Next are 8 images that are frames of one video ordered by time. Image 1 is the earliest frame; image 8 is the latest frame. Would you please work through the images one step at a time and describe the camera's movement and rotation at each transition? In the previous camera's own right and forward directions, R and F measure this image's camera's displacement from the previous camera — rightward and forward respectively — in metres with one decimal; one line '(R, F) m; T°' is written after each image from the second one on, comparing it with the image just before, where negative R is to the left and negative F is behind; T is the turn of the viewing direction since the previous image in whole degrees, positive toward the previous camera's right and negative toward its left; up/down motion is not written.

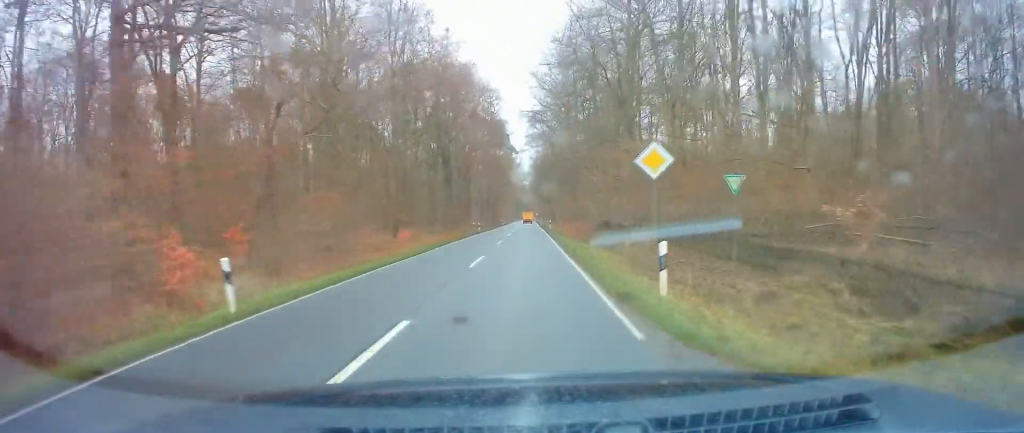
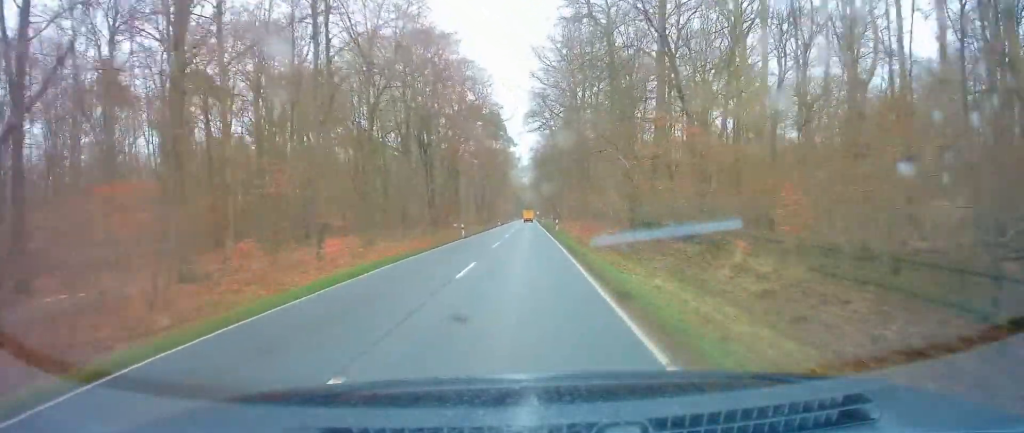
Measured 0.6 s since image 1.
(-0.2, +14.7) m; -1°
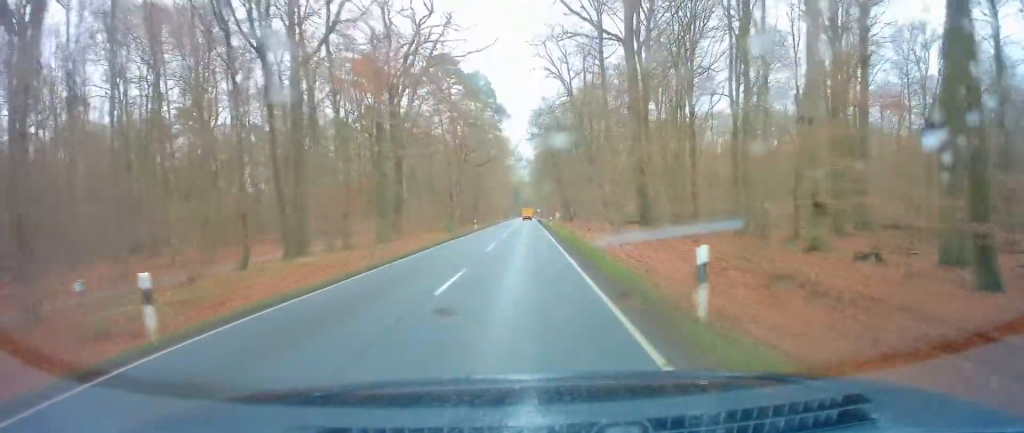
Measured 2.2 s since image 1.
(-0.4, +38.6) m; 0°
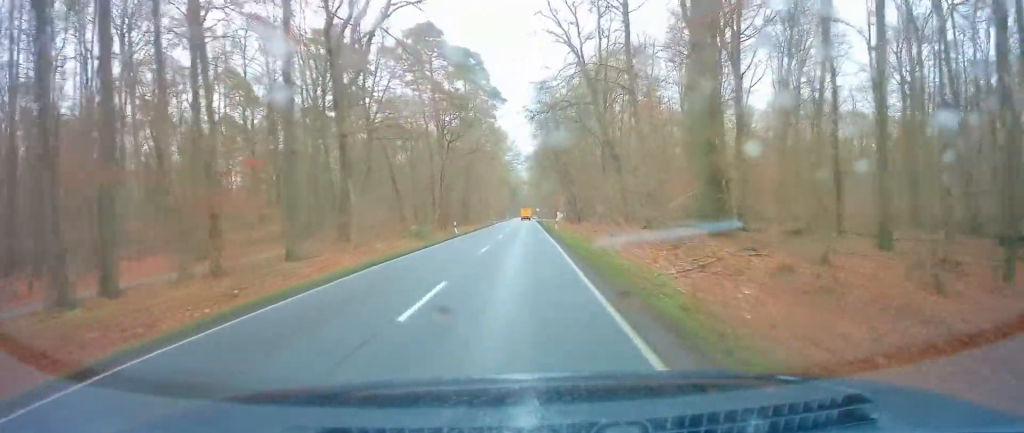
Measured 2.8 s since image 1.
(+0.2, +14.2) m; 0°
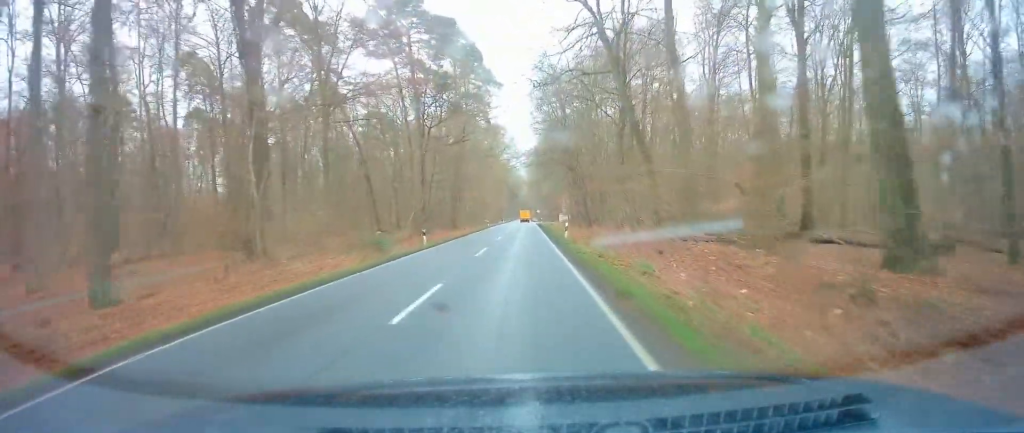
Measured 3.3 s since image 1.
(0.0, +11.8) m; 0°
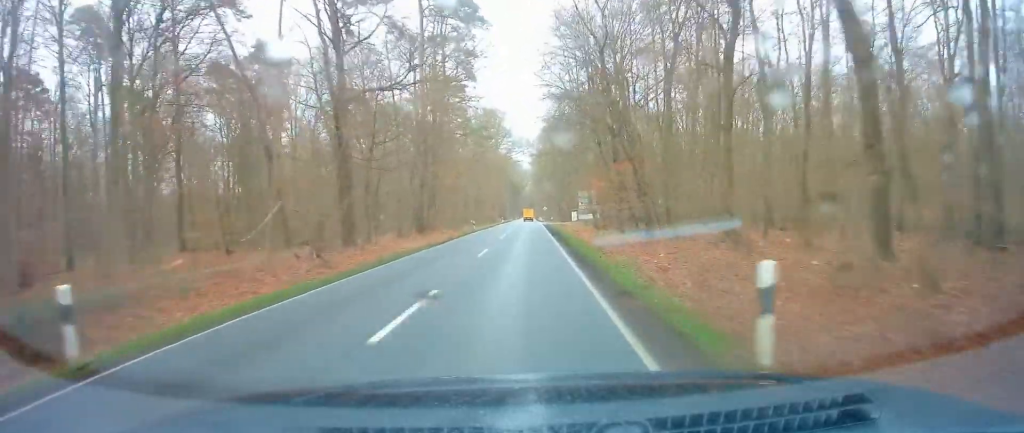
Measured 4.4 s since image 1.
(0.0, +23.8) m; 0°
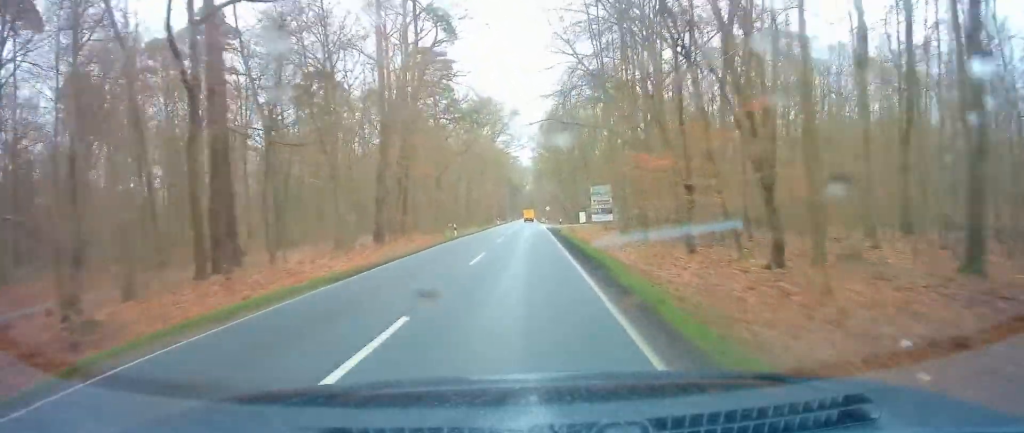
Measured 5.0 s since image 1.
(0.0, +13.6) m; 0°
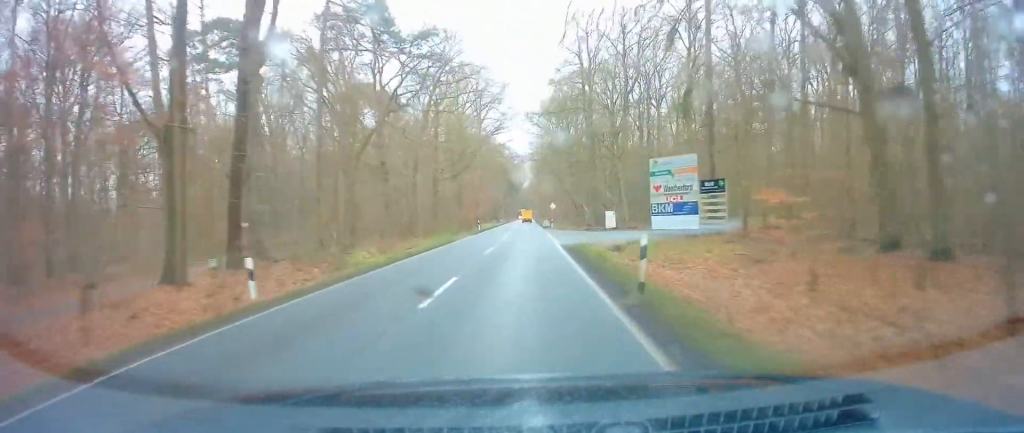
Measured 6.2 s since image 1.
(+0.3, +29.2) m; 0°
